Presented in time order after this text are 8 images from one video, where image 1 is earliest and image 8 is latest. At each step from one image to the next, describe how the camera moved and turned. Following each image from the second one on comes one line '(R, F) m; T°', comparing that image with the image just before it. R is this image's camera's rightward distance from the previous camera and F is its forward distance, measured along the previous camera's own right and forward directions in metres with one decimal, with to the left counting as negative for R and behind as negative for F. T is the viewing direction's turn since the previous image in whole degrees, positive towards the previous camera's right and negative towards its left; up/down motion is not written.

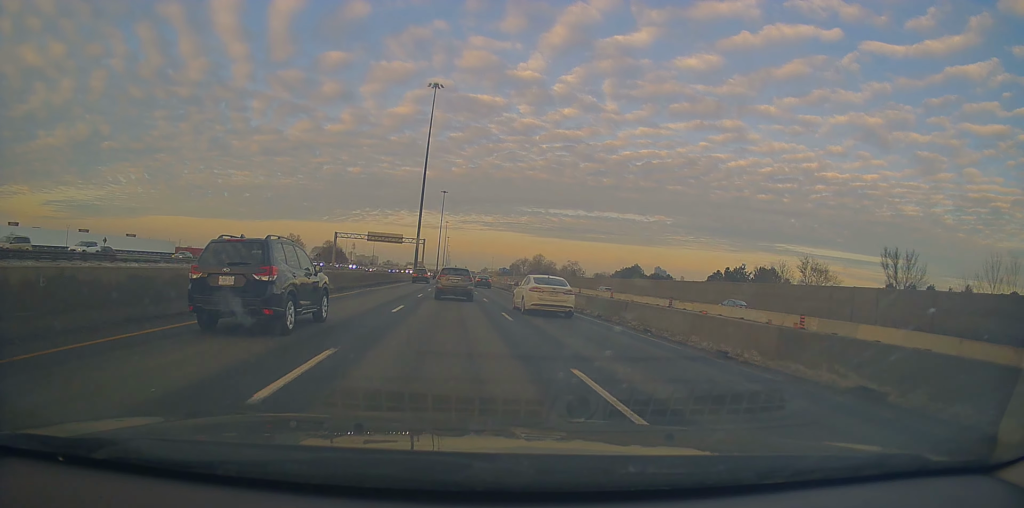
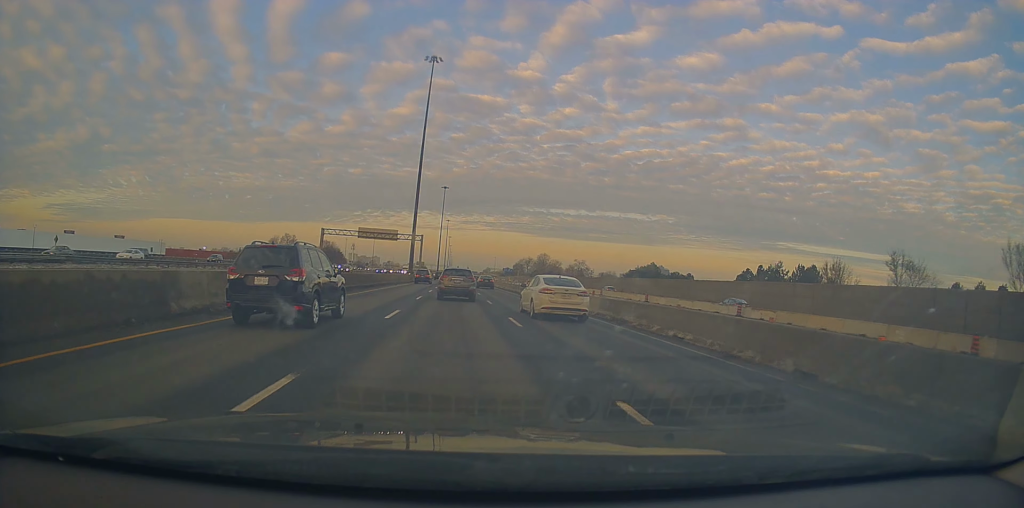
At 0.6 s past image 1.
(+0.1, +13.9) m; 0°
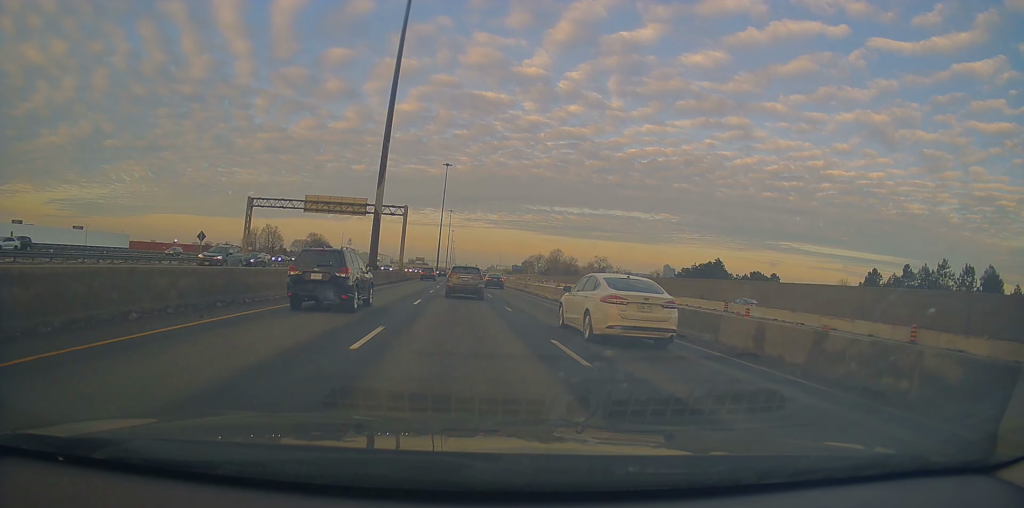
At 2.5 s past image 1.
(-0.3, +42.0) m; 0°
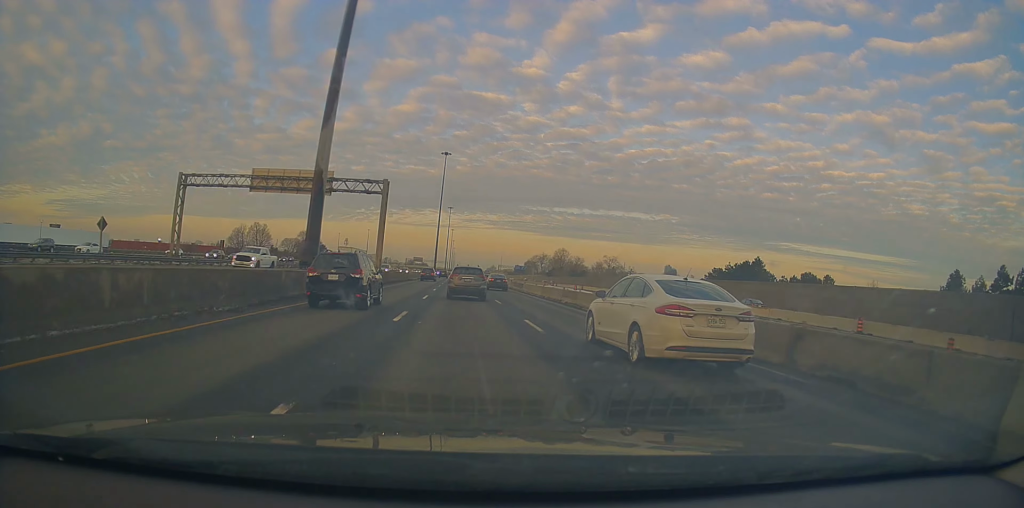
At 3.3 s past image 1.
(+0.1, +18.9) m; 0°
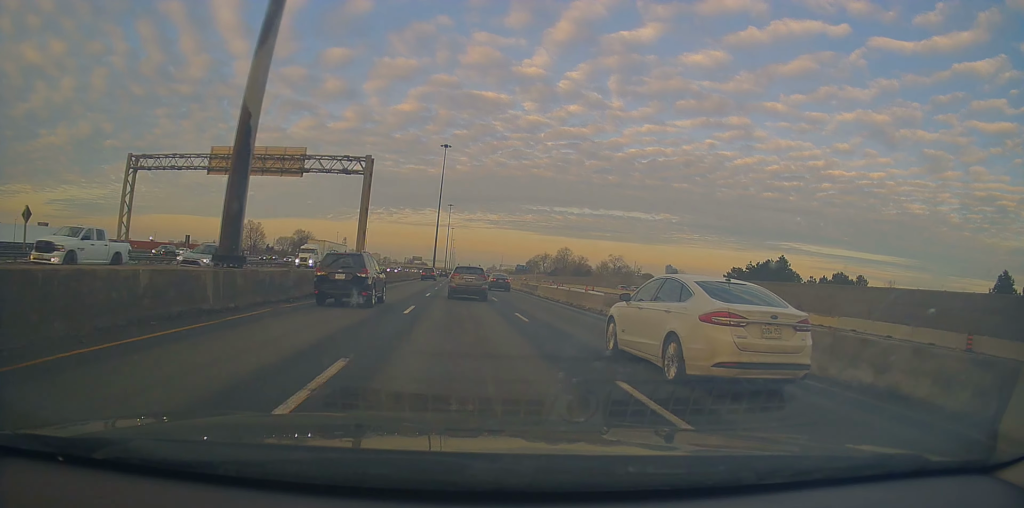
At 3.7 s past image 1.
(+0.3, +9.5) m; 0°
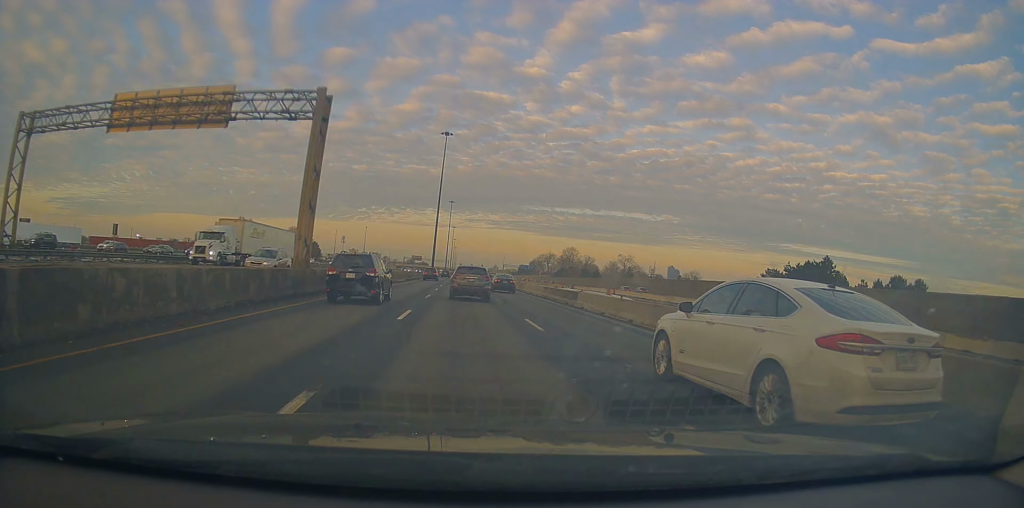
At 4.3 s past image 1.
(-0.1, +14.3) m; 0°
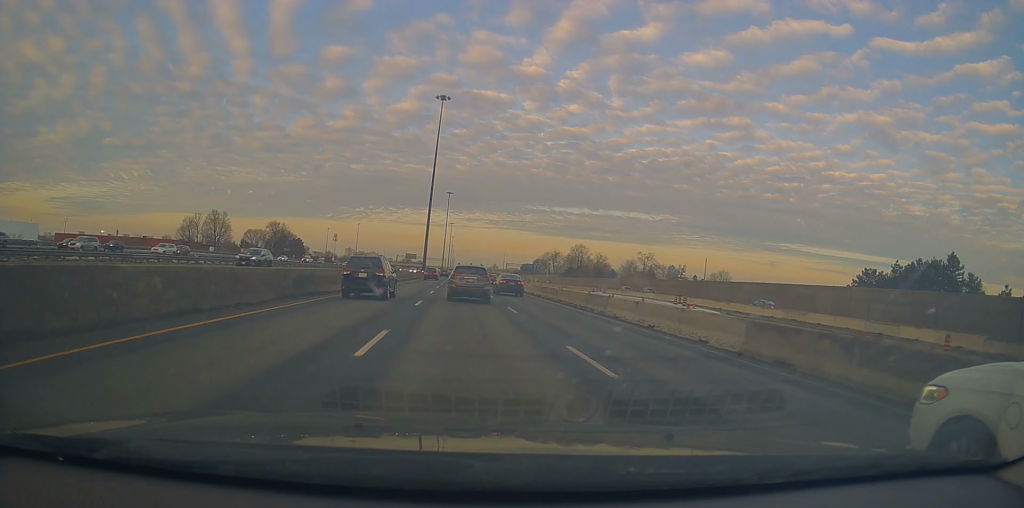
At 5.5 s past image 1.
(0.0, +30.3) m; -1°
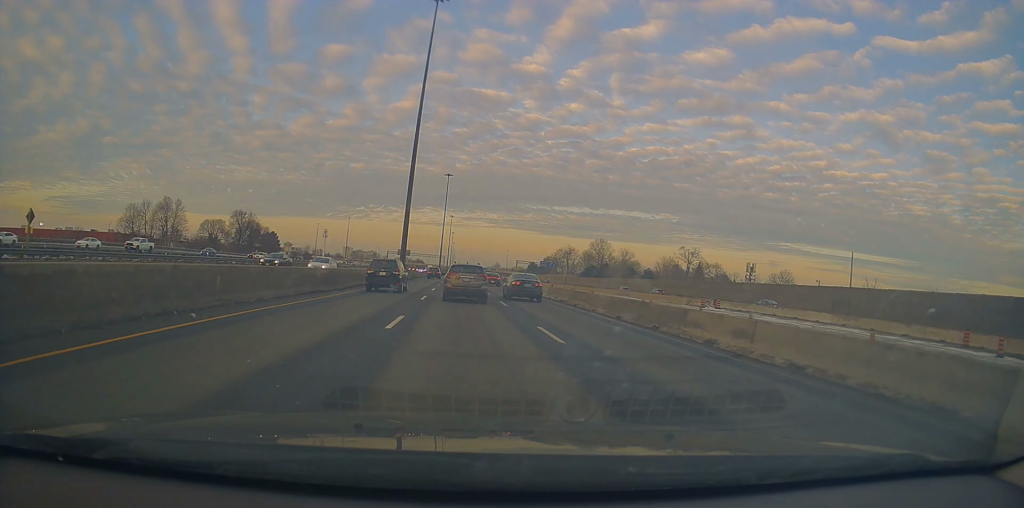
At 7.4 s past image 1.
(-0.5, +45.3) m; 0°
